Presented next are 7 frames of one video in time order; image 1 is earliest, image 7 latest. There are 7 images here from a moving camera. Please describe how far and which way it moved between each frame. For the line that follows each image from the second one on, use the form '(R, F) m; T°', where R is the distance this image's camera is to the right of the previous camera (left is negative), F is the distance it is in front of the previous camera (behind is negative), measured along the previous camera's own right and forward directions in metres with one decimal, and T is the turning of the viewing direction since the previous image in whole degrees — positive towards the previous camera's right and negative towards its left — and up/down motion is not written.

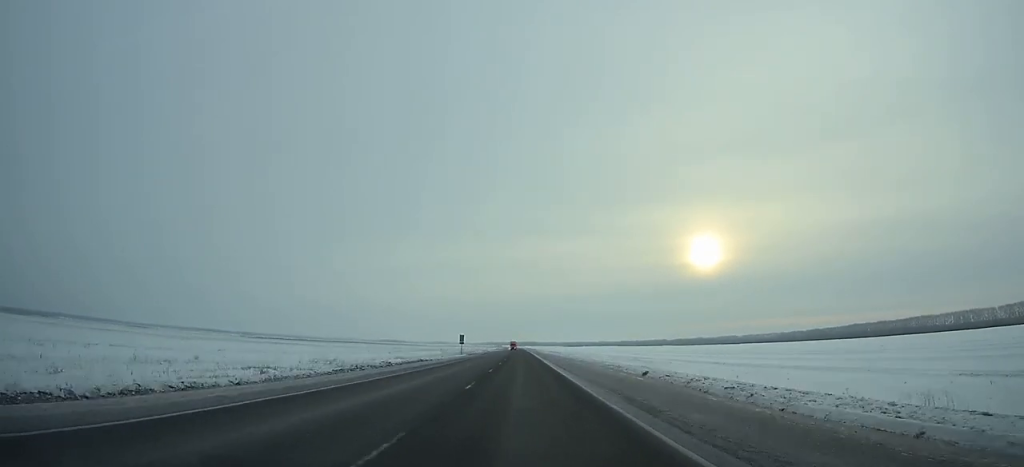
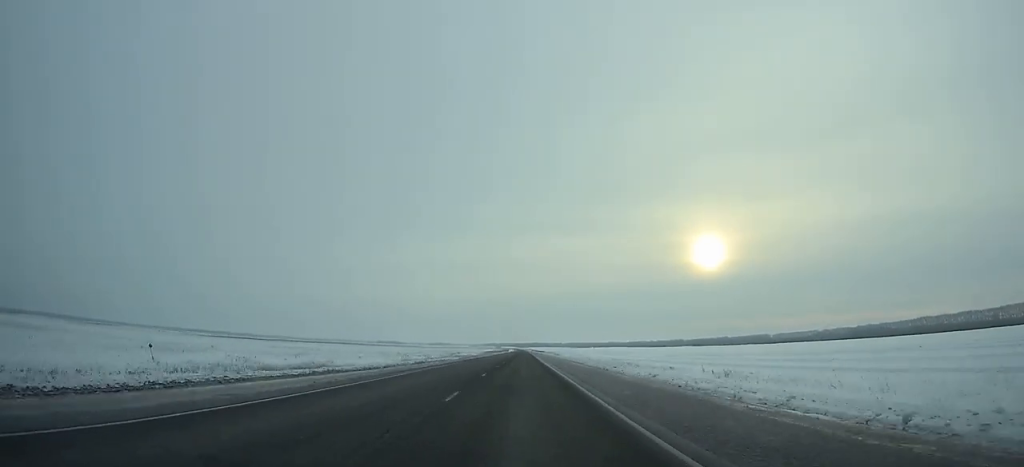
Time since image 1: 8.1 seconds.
(-0.7, +195.3) m; 0°
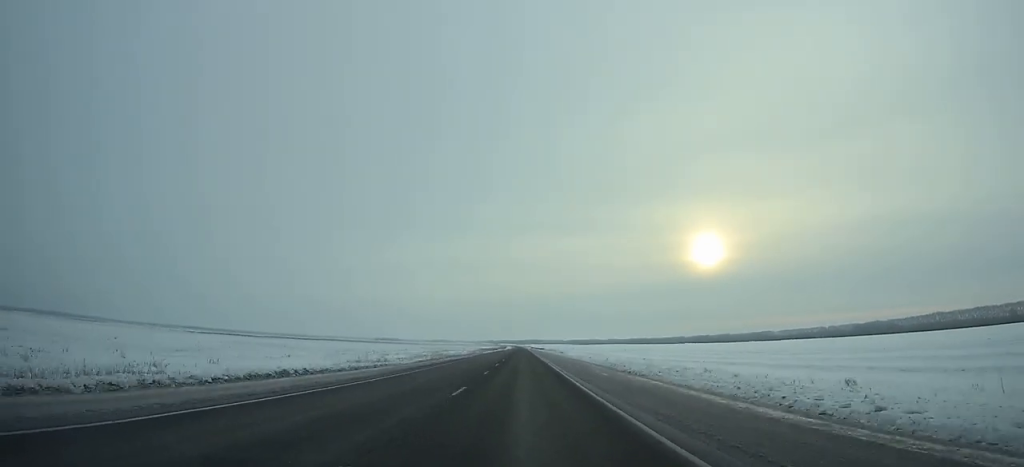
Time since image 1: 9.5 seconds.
(-0.1, +33.9) m; 0°
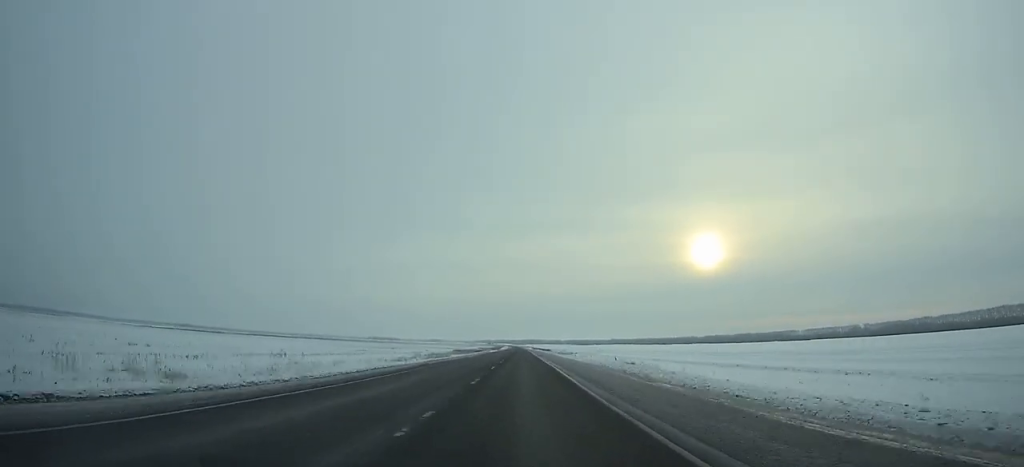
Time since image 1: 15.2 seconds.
(+0.8, +138.8) m; 0°
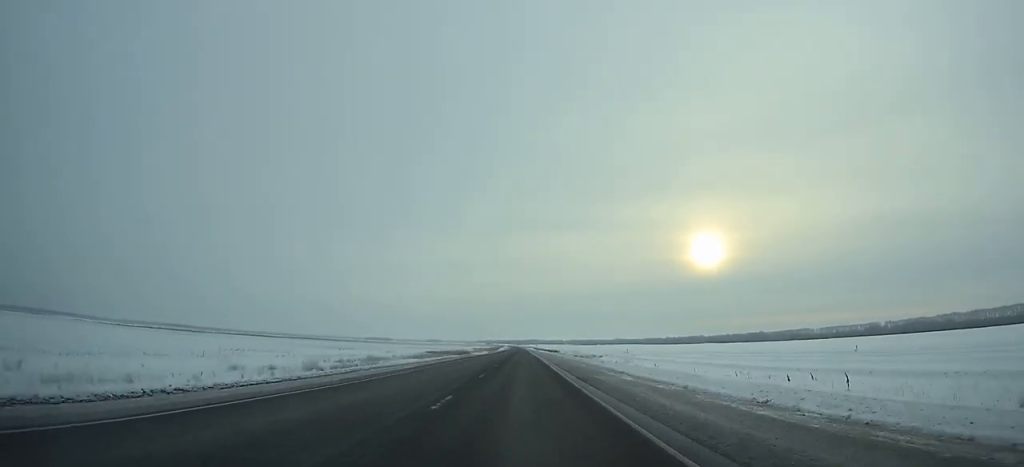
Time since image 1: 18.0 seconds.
(+0.1, +68.4) m; 0°
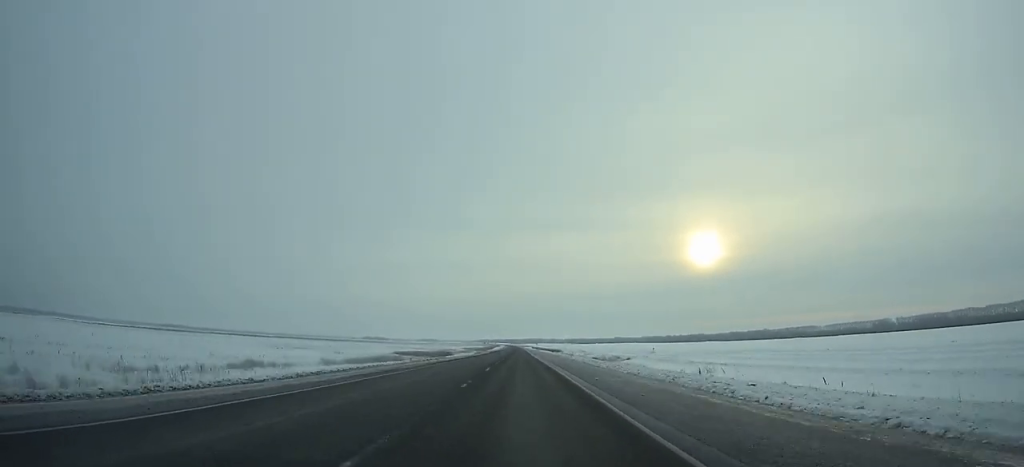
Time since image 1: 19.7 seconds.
(0.0, +41.6) m; 0°
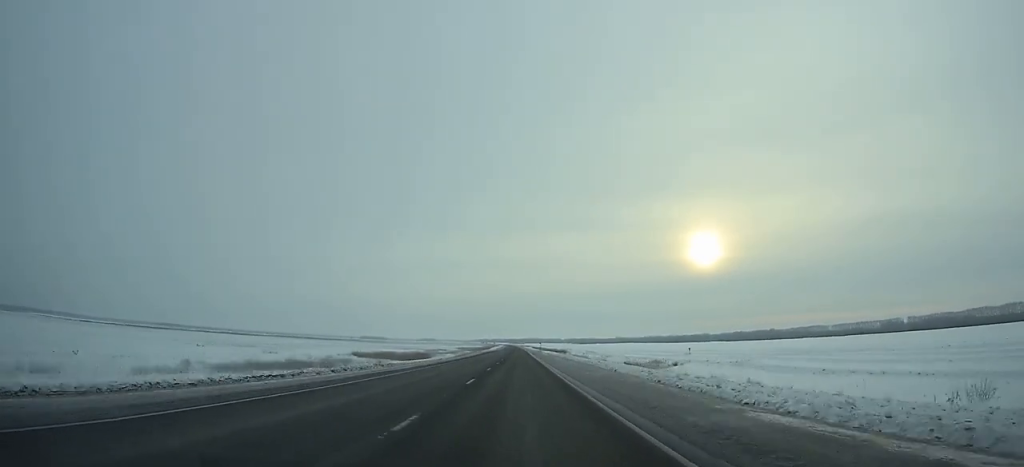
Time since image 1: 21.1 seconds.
(0.0, +34.3) m; 0°
